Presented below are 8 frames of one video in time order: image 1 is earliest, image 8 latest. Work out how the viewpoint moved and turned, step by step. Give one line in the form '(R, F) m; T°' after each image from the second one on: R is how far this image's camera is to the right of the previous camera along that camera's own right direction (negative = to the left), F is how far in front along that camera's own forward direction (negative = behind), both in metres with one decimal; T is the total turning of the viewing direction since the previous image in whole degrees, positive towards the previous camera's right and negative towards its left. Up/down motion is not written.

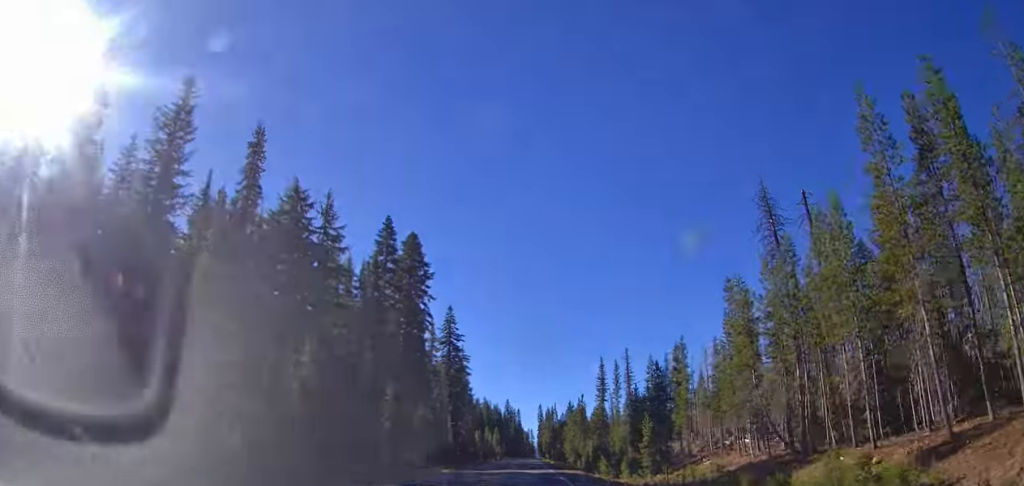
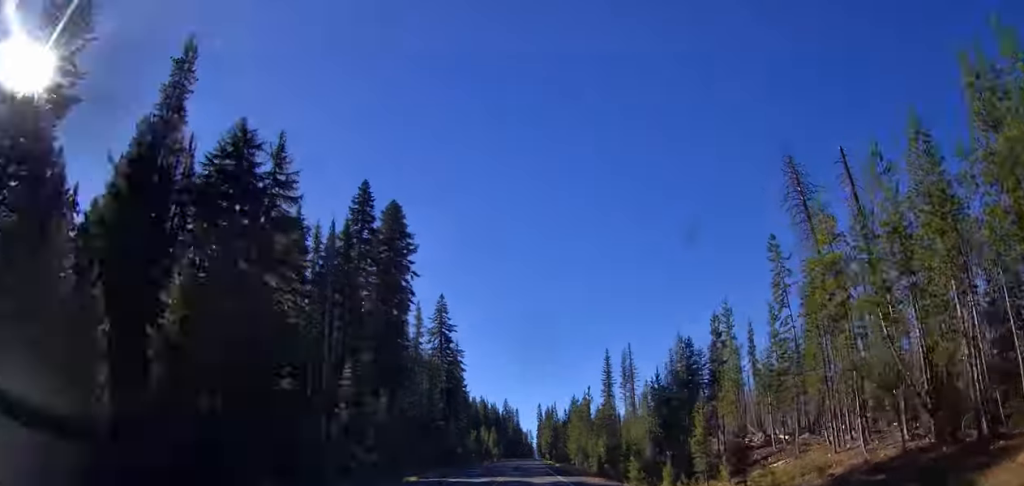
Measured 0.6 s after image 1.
(+0.1, +13.3) m; 0°
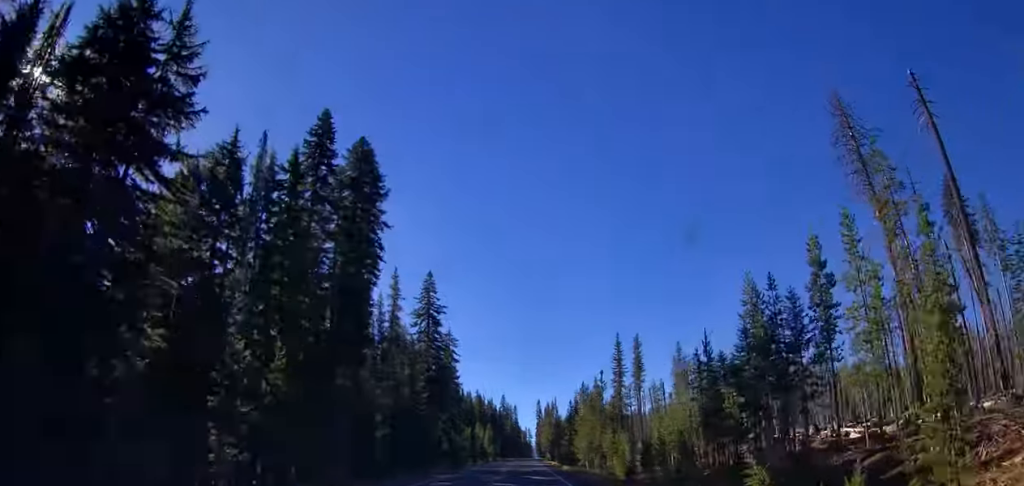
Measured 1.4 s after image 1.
(+0.1, +18.0) m; 0°
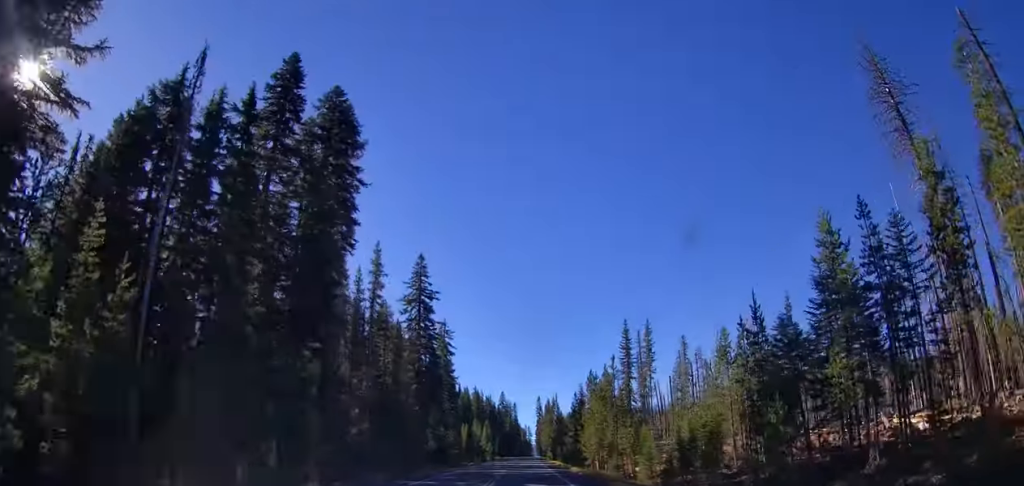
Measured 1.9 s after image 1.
(-0.2, +10.8) m; -1°
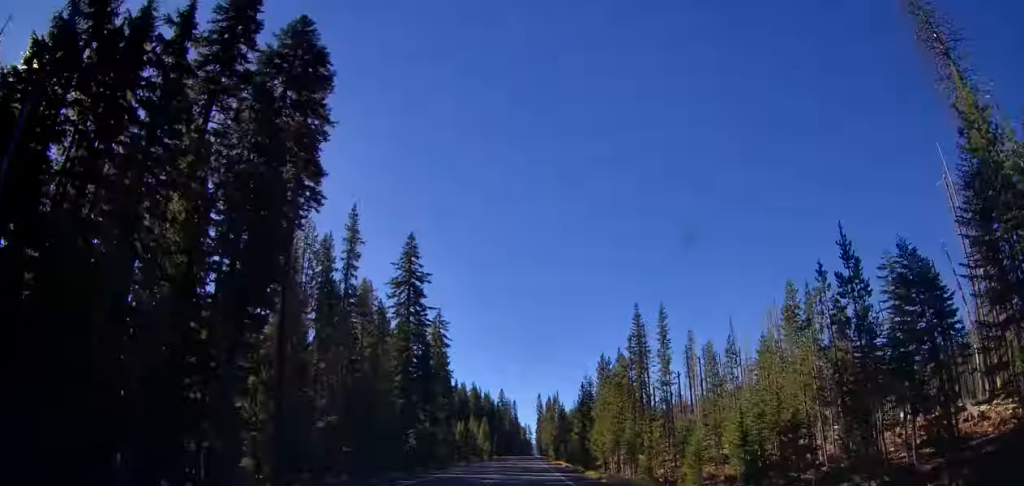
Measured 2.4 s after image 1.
(-0.1, +11.8) m; 0°
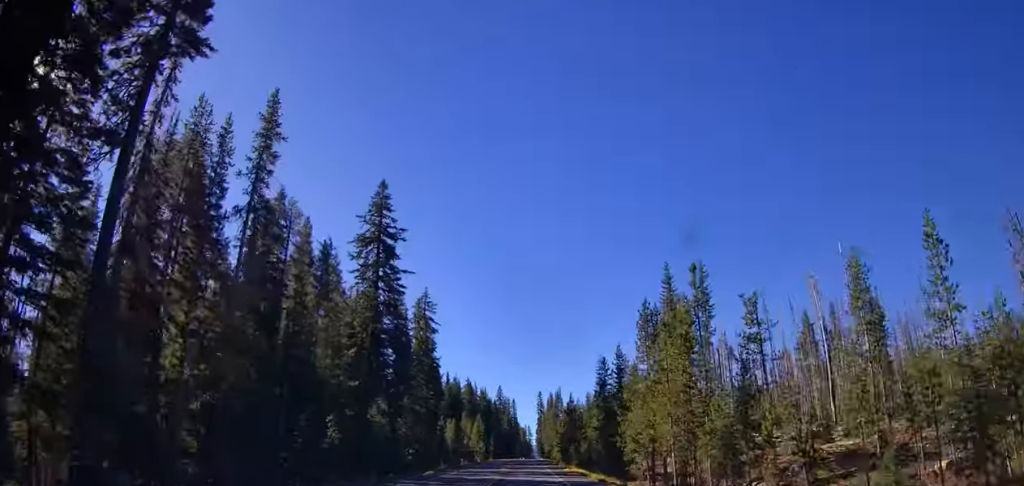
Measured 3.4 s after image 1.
(0.0, +25.4) m; 0°
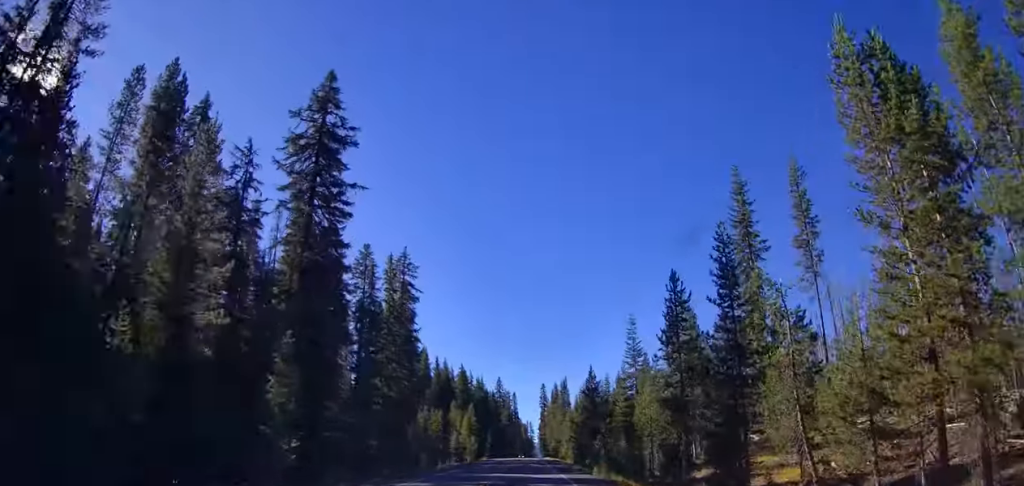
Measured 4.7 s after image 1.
(0.0, +31.3) m; +1°
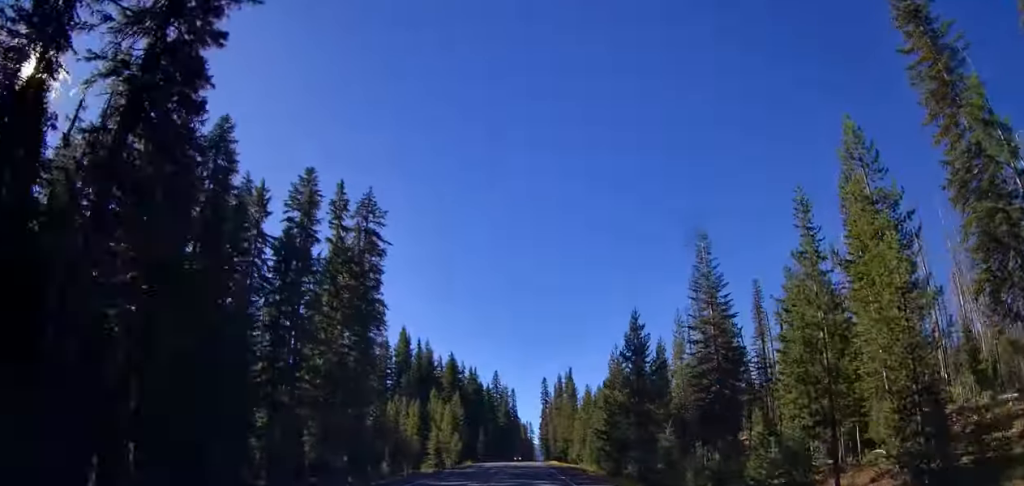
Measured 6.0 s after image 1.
(+0.3, +29.4) m; 0°
